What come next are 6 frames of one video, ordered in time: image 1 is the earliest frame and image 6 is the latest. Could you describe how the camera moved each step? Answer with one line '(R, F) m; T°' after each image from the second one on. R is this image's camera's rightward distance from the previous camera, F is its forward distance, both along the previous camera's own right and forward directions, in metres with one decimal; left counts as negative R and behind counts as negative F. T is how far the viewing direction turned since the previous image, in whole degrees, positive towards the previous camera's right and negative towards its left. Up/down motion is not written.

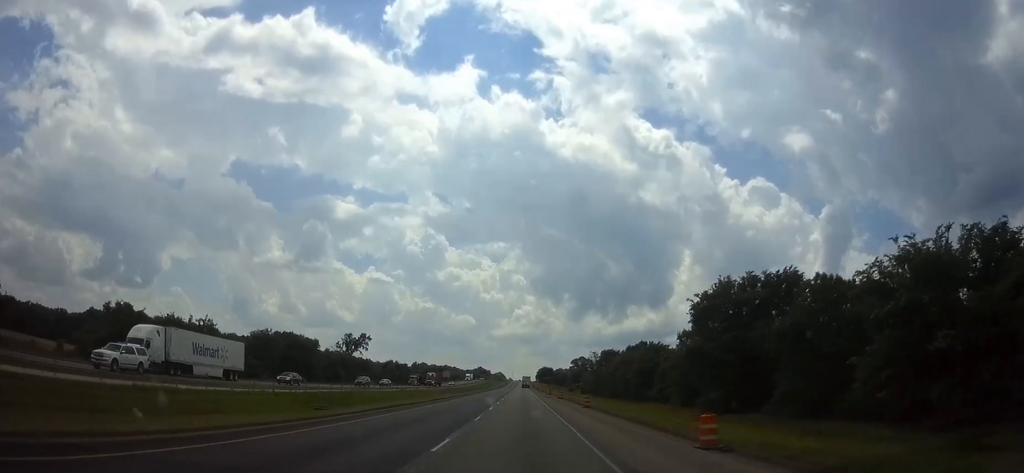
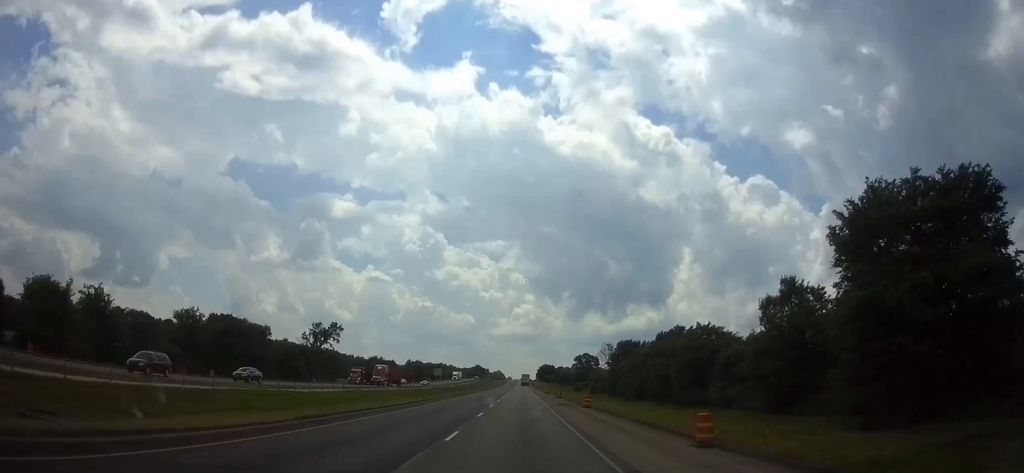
(0.0, +33.9) m; 0°
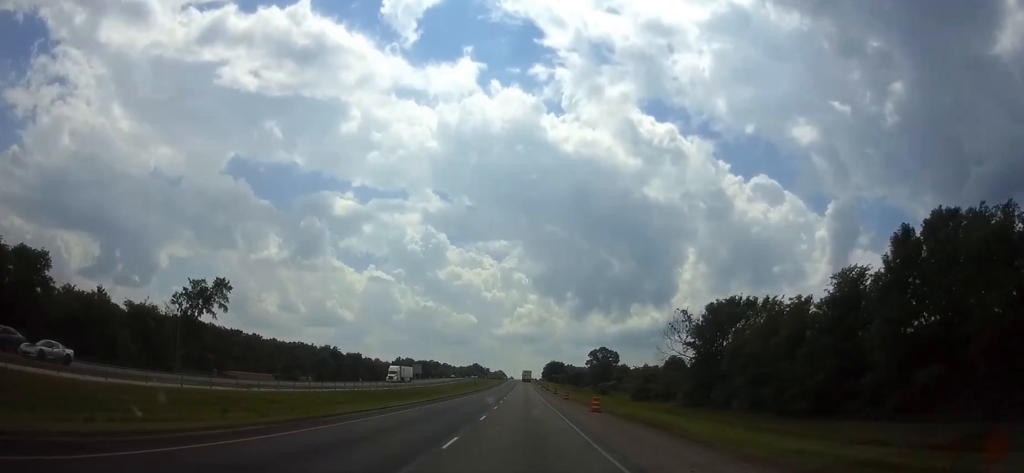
(-0.1, +75.1) m; 0°
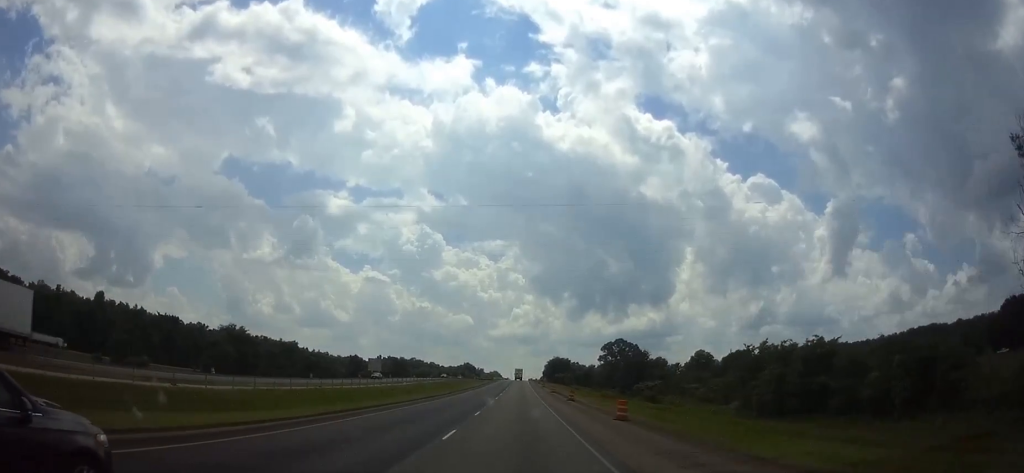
(+0.3, +71.4) m; 0°
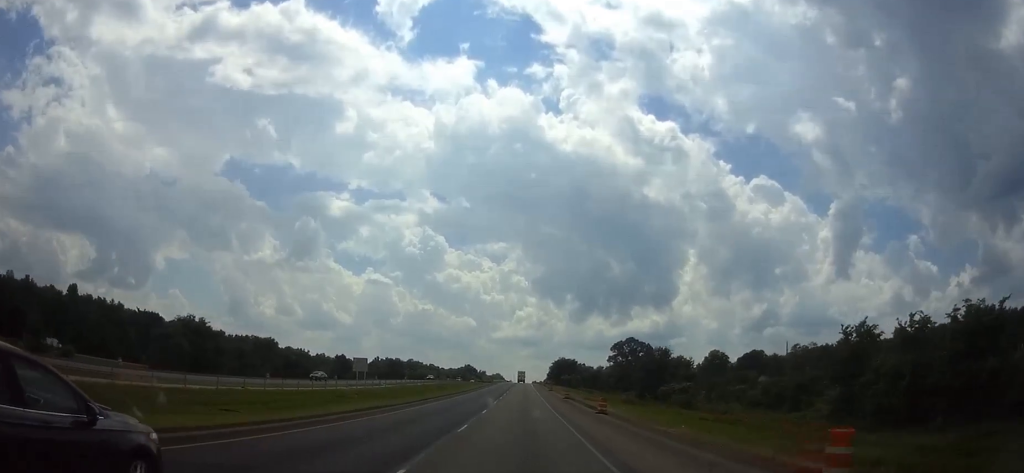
(0.0, +21.5) m; 0°
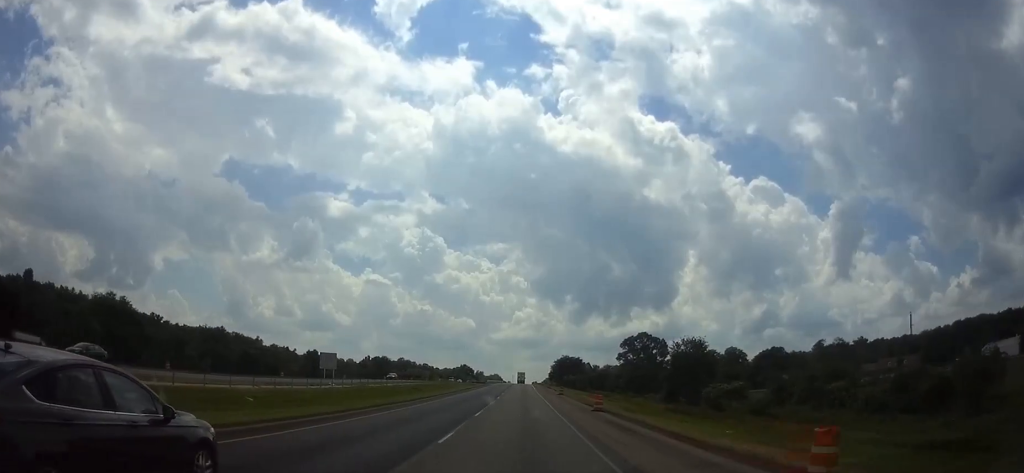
(0.0, +27.7) m; 0°
